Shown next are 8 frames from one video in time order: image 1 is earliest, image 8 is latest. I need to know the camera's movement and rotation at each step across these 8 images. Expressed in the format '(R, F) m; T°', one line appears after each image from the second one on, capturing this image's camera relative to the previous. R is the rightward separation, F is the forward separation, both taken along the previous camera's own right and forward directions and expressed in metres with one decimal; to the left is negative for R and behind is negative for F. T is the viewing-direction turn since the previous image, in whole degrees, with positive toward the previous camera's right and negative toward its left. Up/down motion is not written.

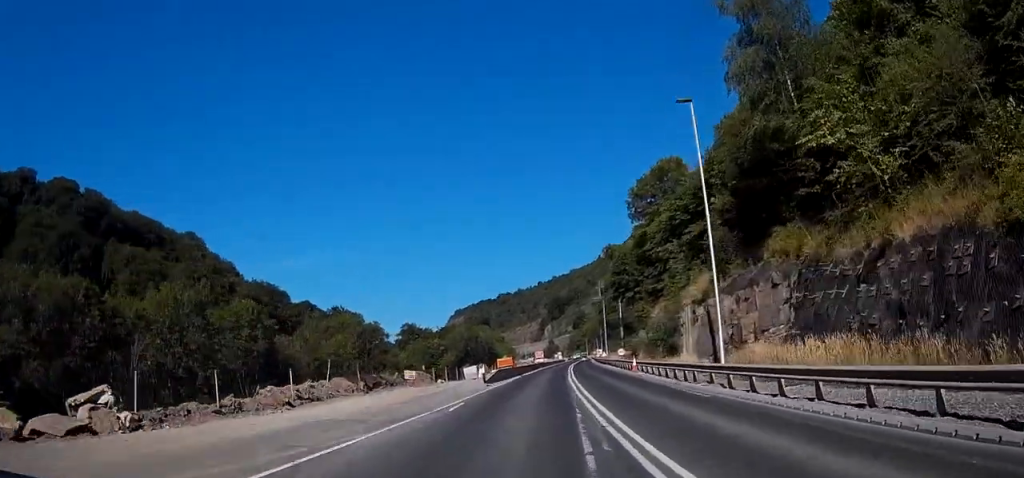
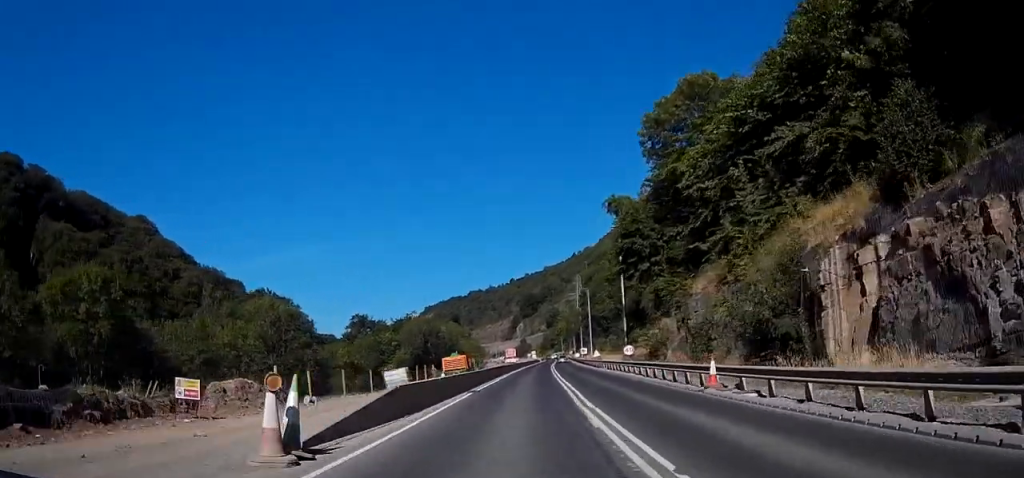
(+0.1, +25.3) m; 0°
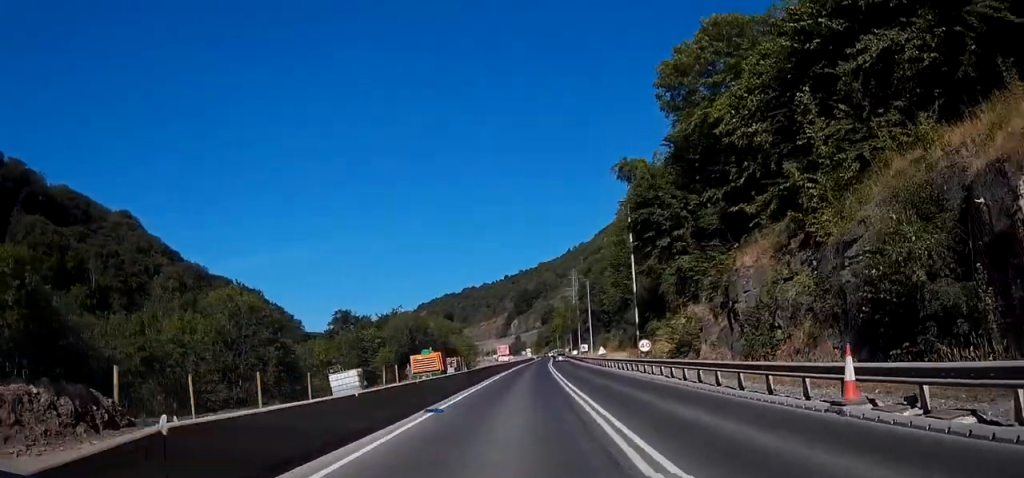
(0.0, +10.0) m; 0°
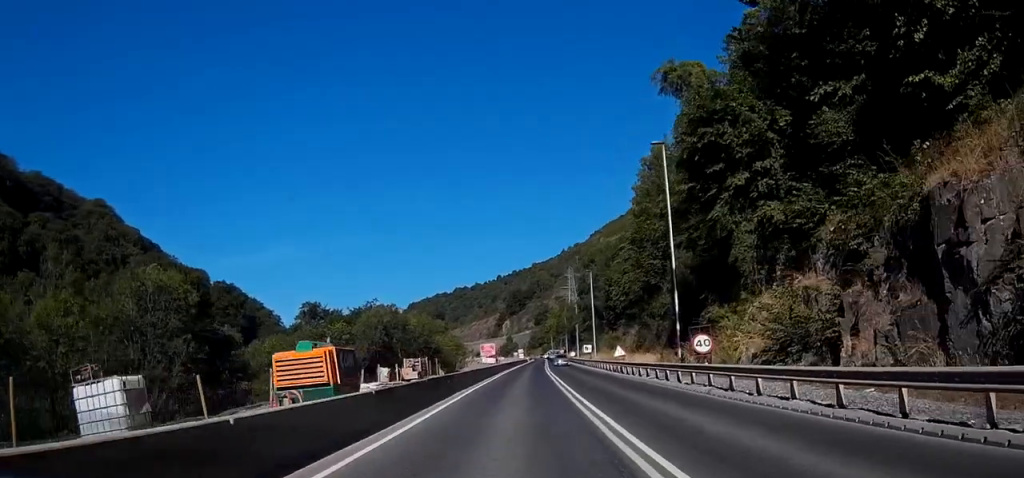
(0.0, +17.1) m; 0°
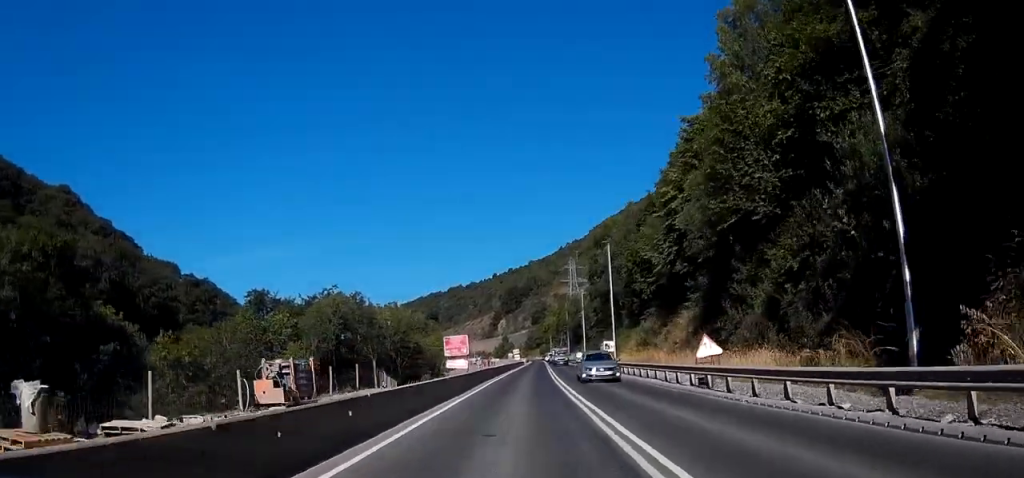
(+0.1, +24.7) m; +1°
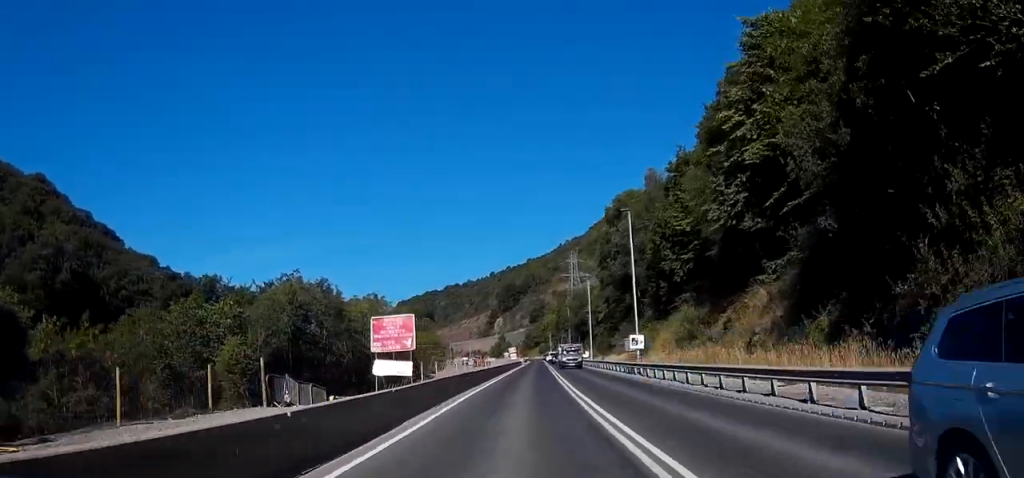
(+0.1, +16.3) m; +1°
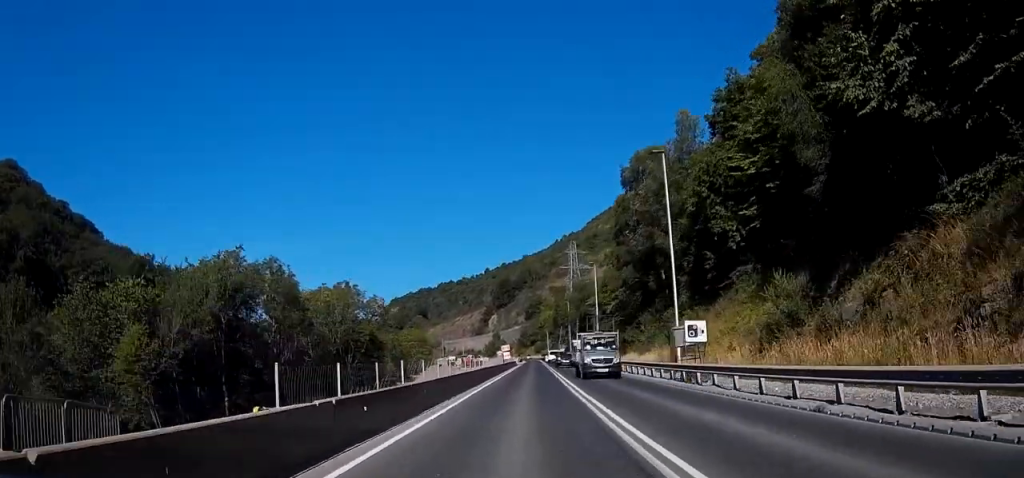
(0.0, +16.2) m; +1°
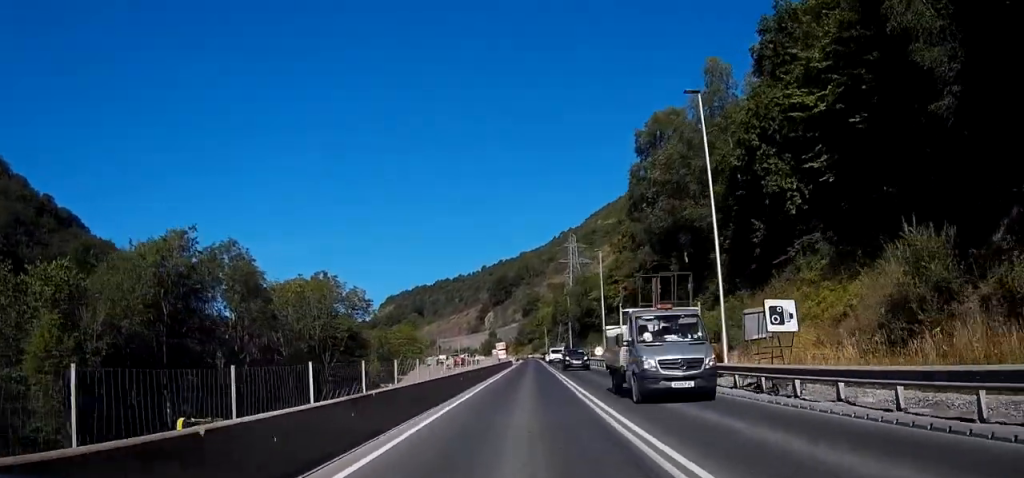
(+0.1, +9.9) m; +1°
